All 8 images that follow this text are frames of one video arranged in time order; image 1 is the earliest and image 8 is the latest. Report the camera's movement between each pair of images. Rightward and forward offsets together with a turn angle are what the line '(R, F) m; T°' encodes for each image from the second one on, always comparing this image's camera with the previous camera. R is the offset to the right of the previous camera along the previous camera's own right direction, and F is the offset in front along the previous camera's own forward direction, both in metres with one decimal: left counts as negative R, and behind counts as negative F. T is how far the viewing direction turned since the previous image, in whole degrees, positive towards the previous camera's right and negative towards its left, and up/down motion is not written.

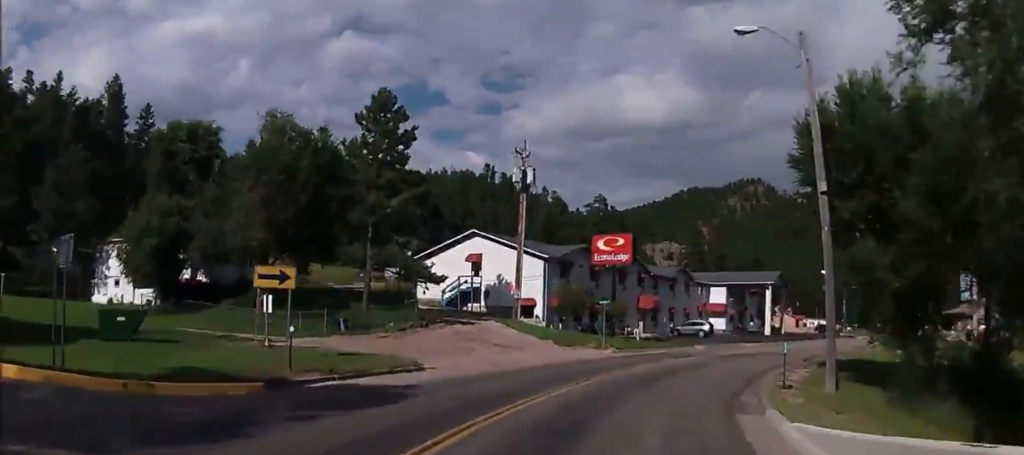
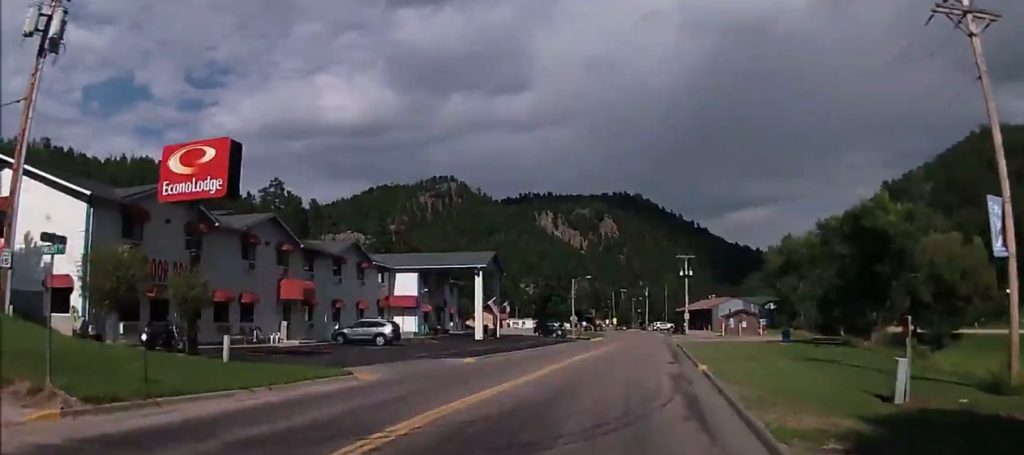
(+6.5, +23.8) m; +28°
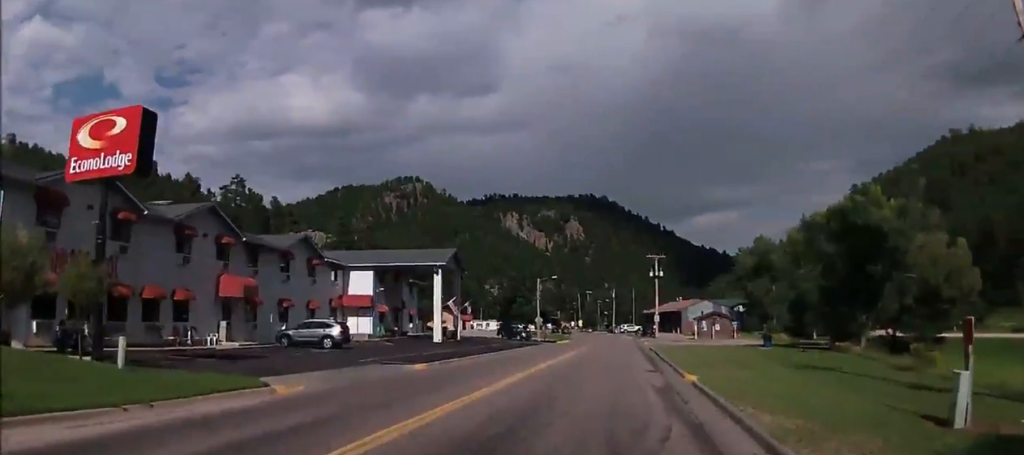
(+0.1, +3.7) m; +2°
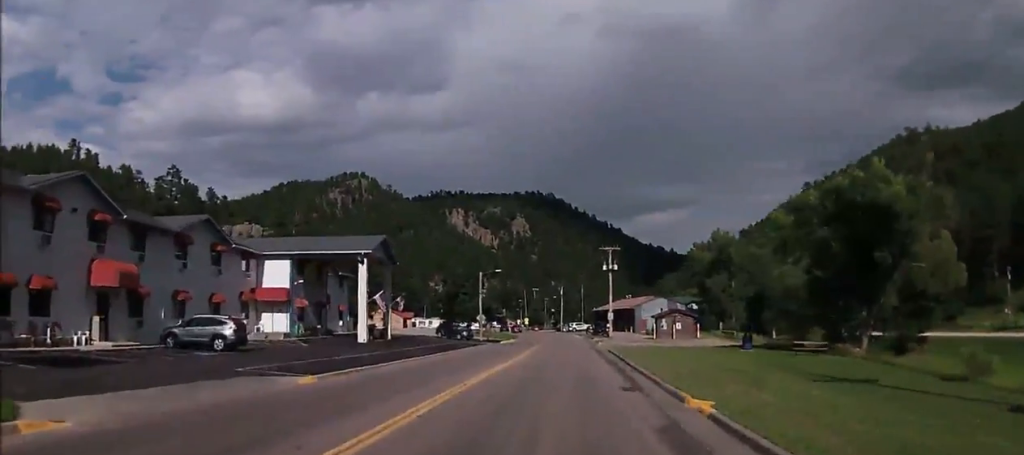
(+0.2, +7.5) m; +4°
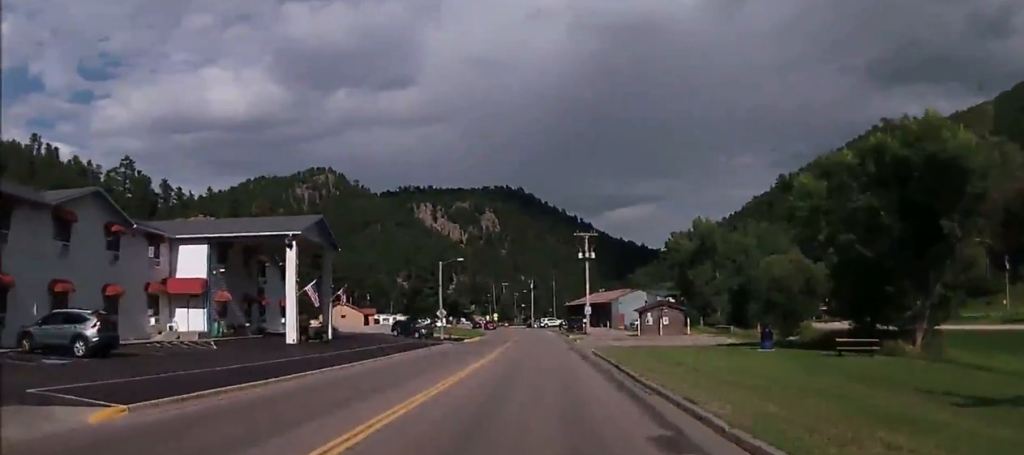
(+0.4, +8.7) m; +5°
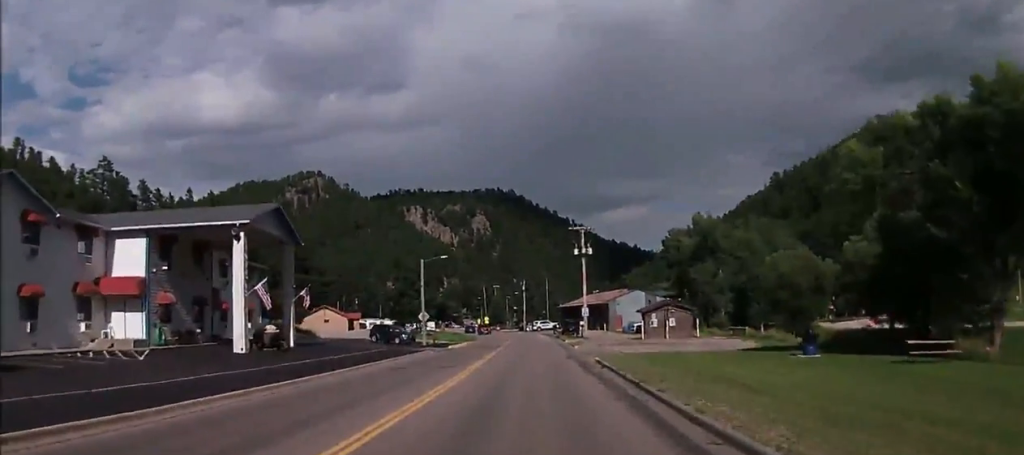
(+0.3, +6.2) m; +3°
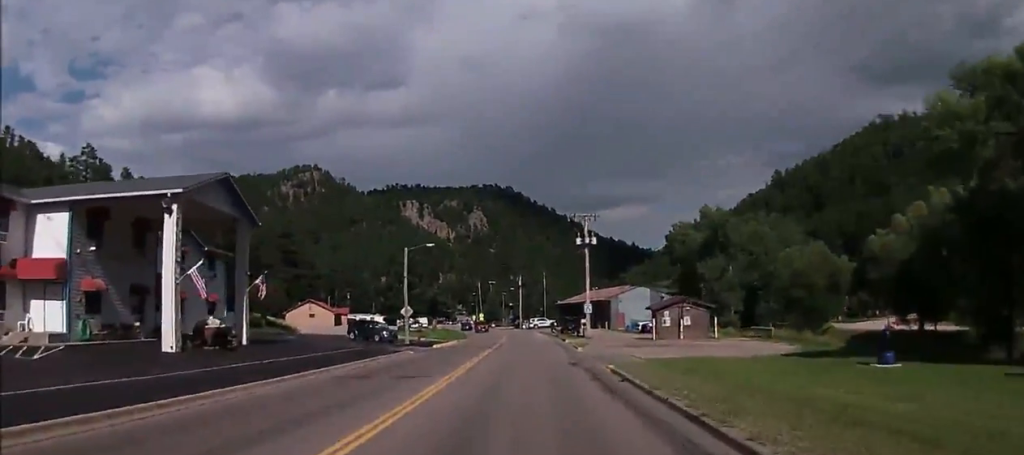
(+0.1, +6.7) m; +1°
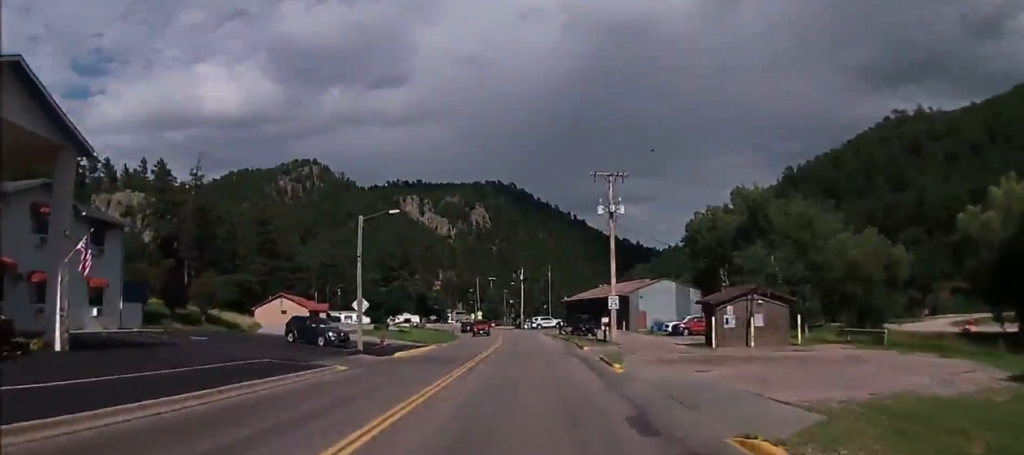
(-0.2, +15.6) m; -3°
